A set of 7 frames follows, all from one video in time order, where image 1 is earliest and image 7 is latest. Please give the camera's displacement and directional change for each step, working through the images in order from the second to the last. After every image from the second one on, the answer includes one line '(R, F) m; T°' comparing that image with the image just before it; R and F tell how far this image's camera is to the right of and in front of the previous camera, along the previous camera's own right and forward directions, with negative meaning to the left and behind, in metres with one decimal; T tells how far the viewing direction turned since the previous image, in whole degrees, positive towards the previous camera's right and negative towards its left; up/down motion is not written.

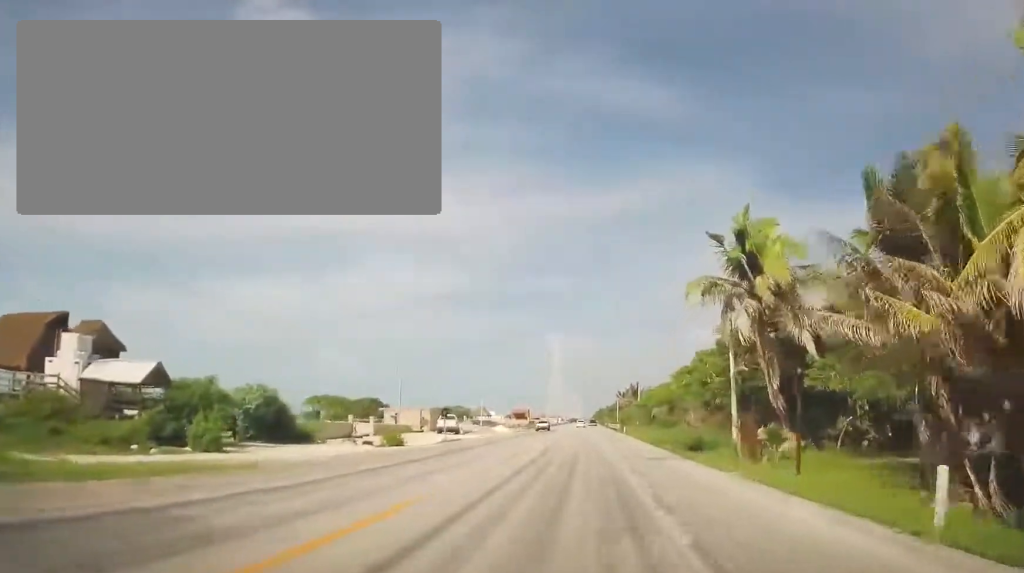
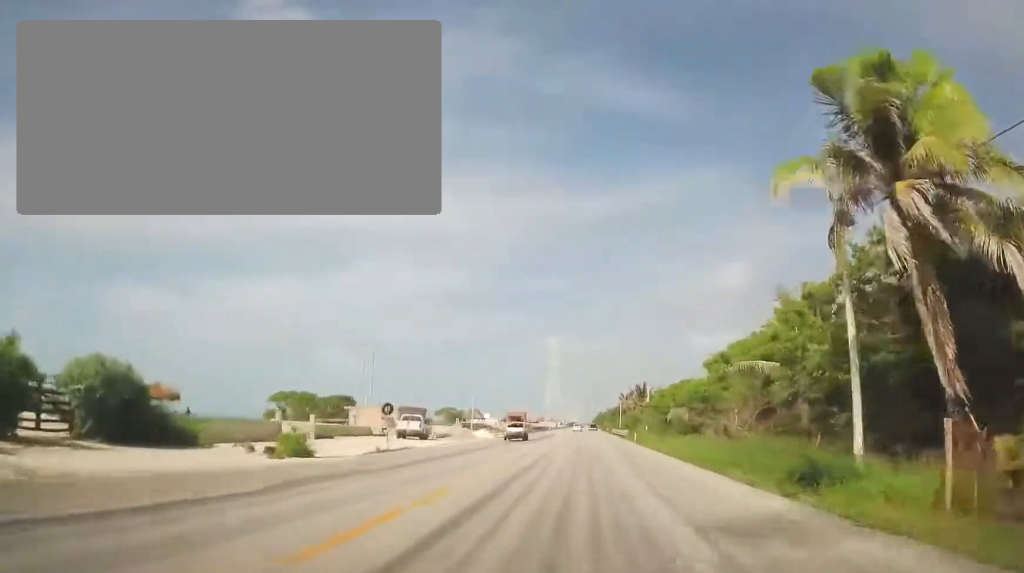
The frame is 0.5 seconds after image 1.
(0.0, +13.0) m; 0°
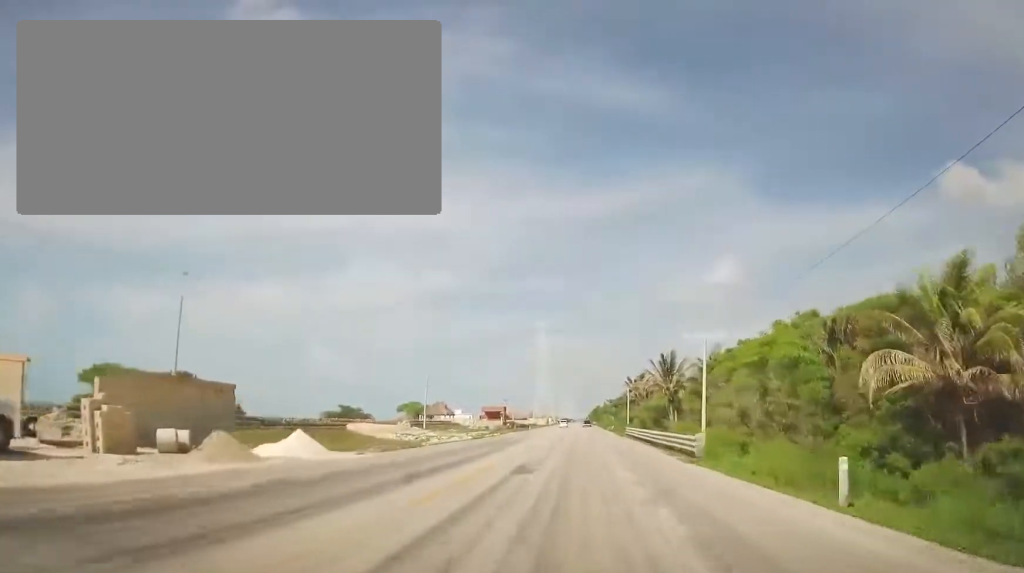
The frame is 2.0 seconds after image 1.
(+0.2, +39.7) m; +1°
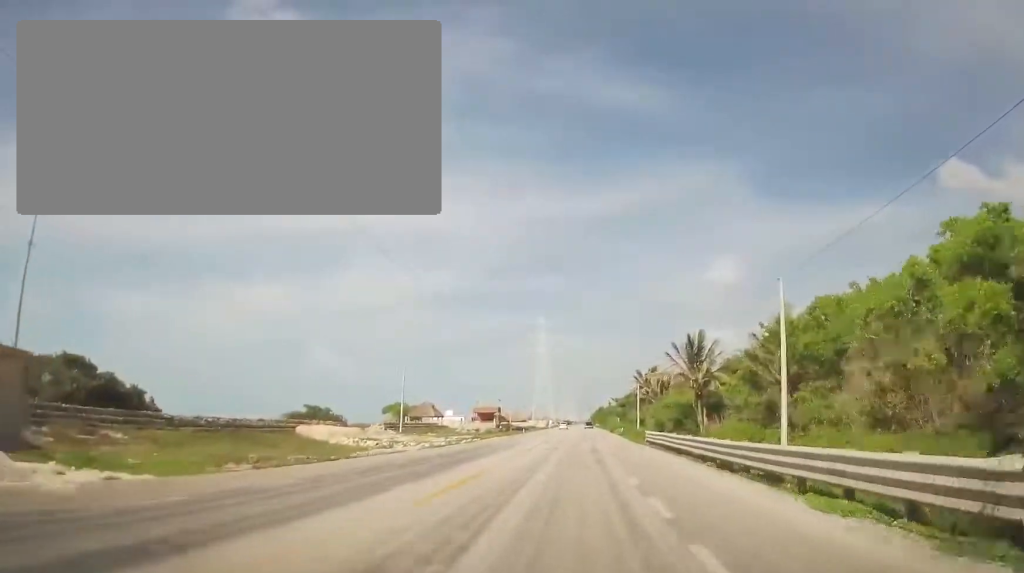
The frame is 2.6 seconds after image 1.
(+0.1, +15.1) m; 0°
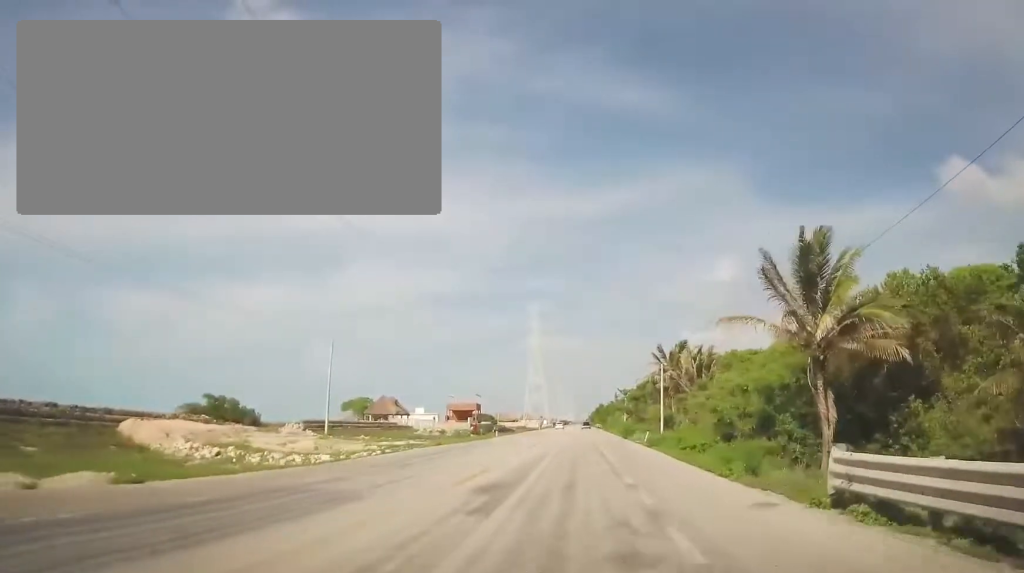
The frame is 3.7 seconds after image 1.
(+0.1, +27.3) m; 0°
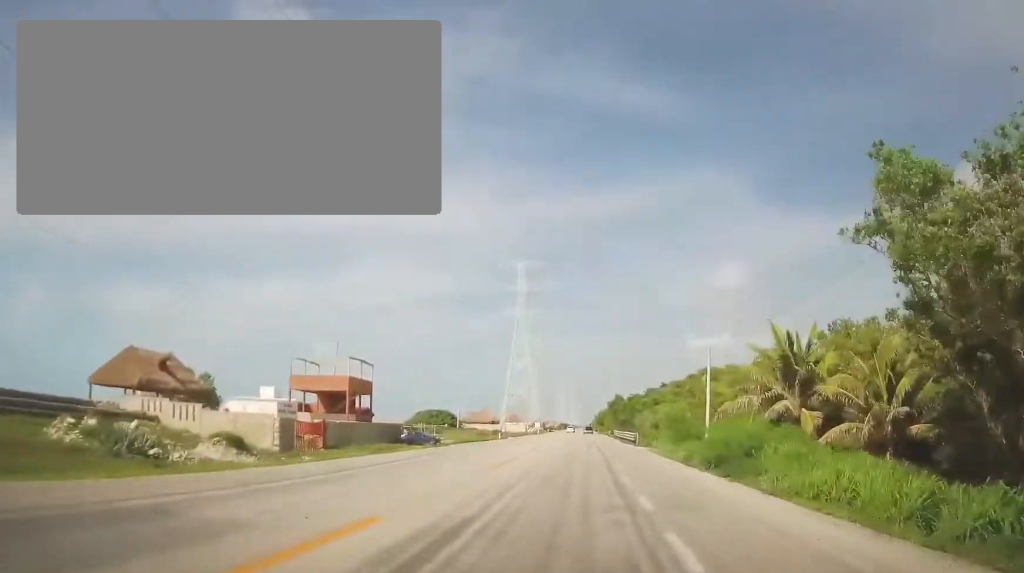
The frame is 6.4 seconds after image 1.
(-1.3, +70.0) m; -2°
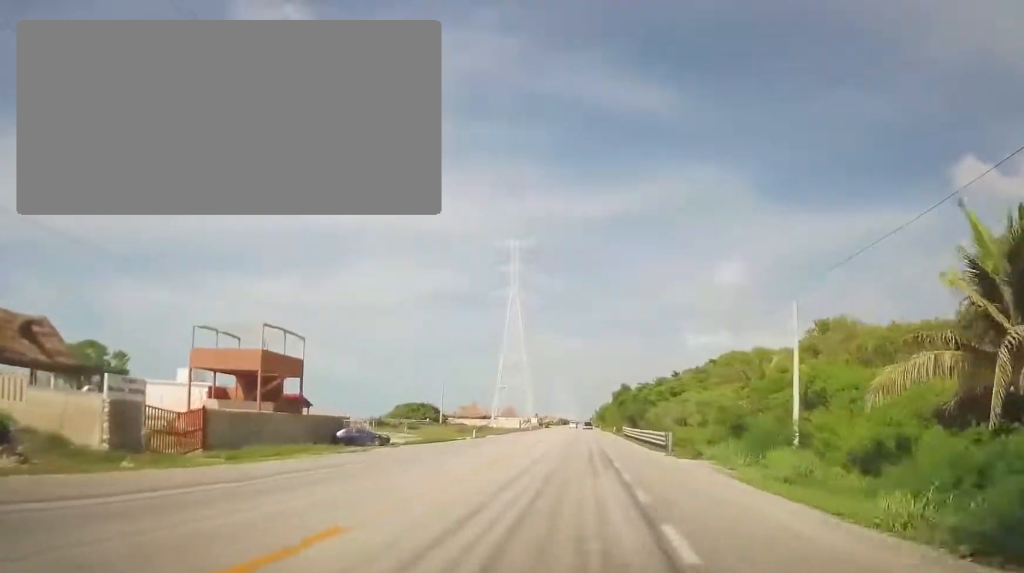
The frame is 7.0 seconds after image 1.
(-0.2, +16.1) m; +1°
